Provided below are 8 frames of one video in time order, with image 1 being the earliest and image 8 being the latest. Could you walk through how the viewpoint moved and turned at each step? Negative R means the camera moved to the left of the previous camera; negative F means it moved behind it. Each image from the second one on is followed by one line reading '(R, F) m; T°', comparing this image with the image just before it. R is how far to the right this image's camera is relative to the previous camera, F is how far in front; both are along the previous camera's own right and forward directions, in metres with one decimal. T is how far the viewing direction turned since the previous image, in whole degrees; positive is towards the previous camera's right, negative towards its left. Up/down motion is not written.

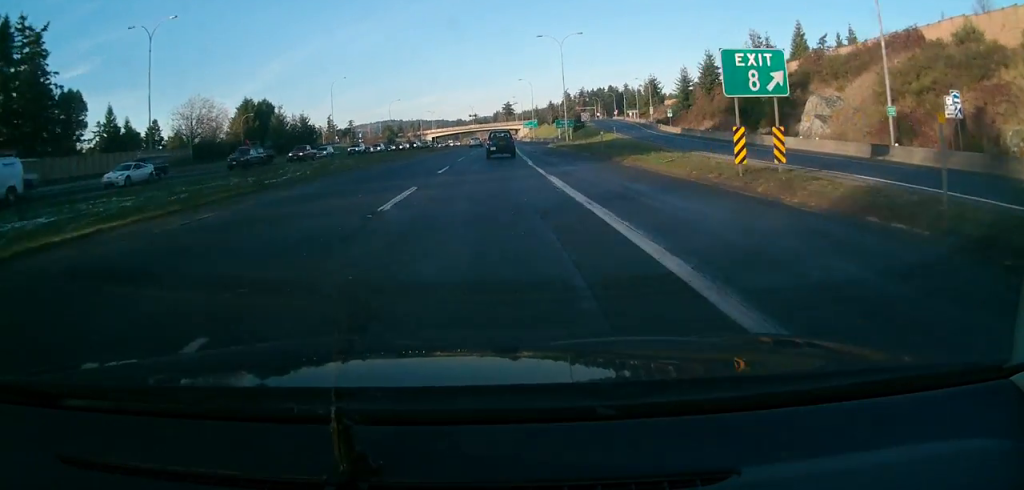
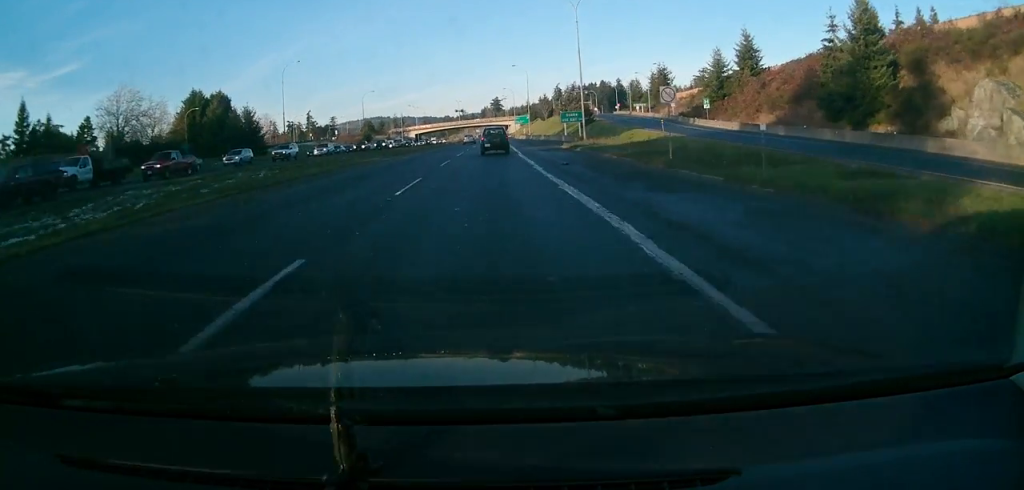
(0.0, +22.6) m; +1°
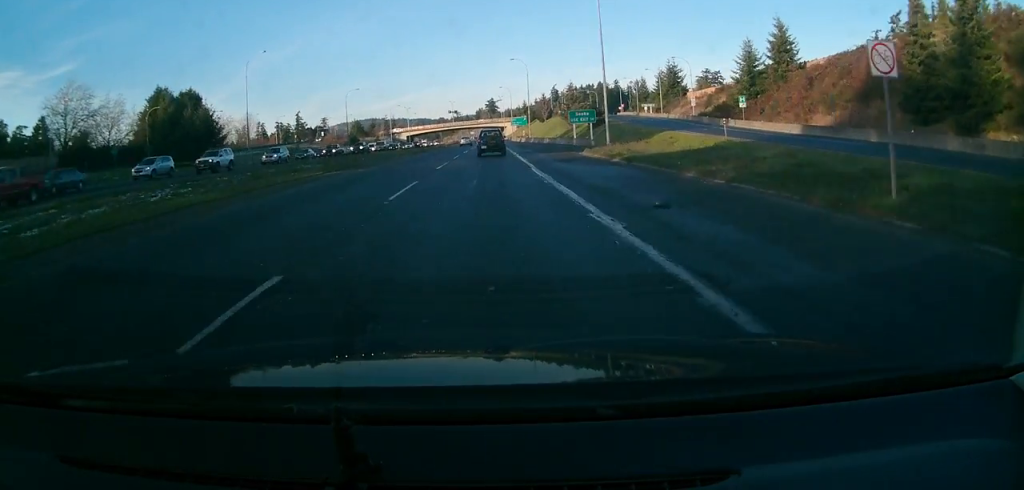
(+0.3, +13.2) m; +1°
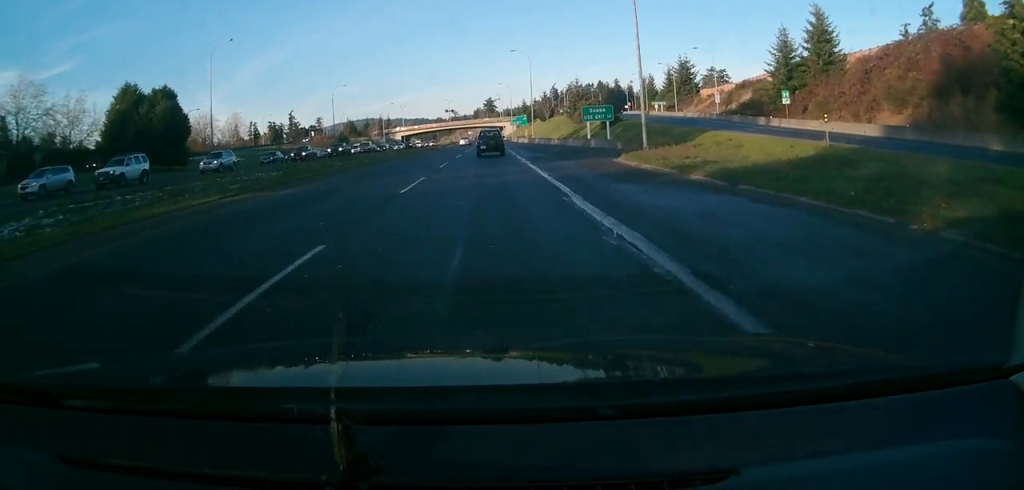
(+0.1, +10.9) m; +1°
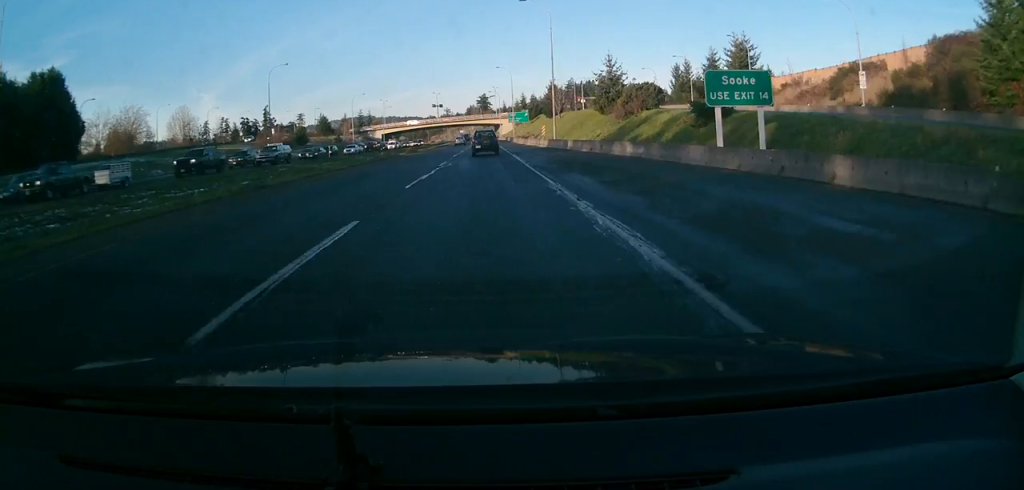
(+0.3, +35.8) m; +1°
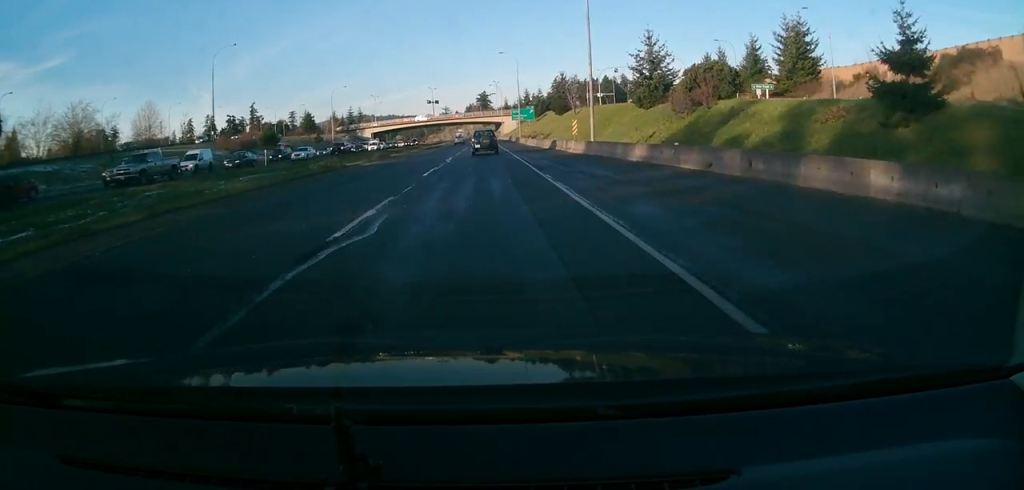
(+0.1, +20.3) m; +1°
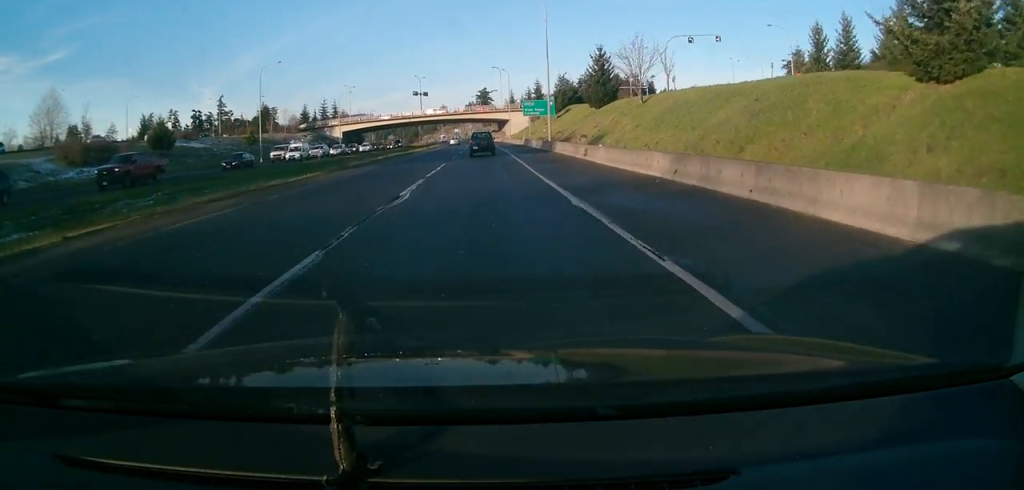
(+0.5, +43.2) m; +1°
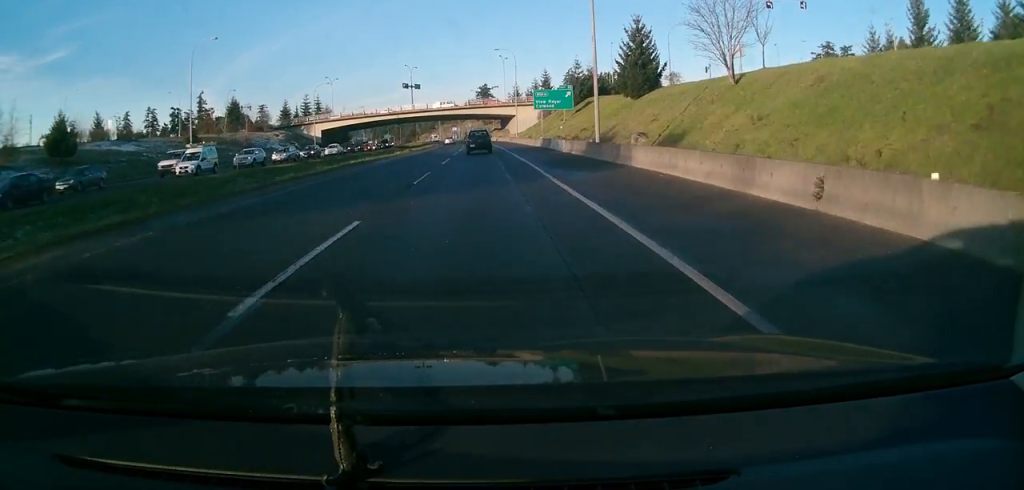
(0.0, +22.1) m; -1°
